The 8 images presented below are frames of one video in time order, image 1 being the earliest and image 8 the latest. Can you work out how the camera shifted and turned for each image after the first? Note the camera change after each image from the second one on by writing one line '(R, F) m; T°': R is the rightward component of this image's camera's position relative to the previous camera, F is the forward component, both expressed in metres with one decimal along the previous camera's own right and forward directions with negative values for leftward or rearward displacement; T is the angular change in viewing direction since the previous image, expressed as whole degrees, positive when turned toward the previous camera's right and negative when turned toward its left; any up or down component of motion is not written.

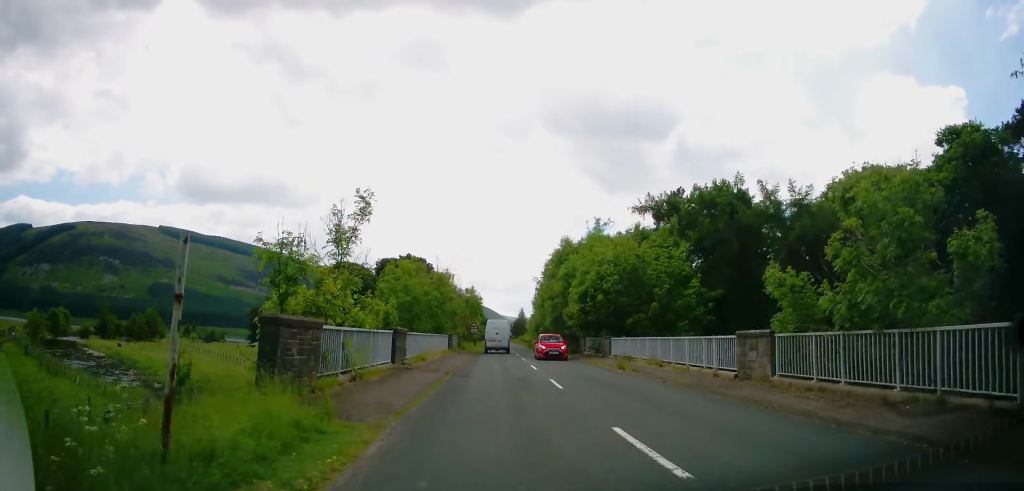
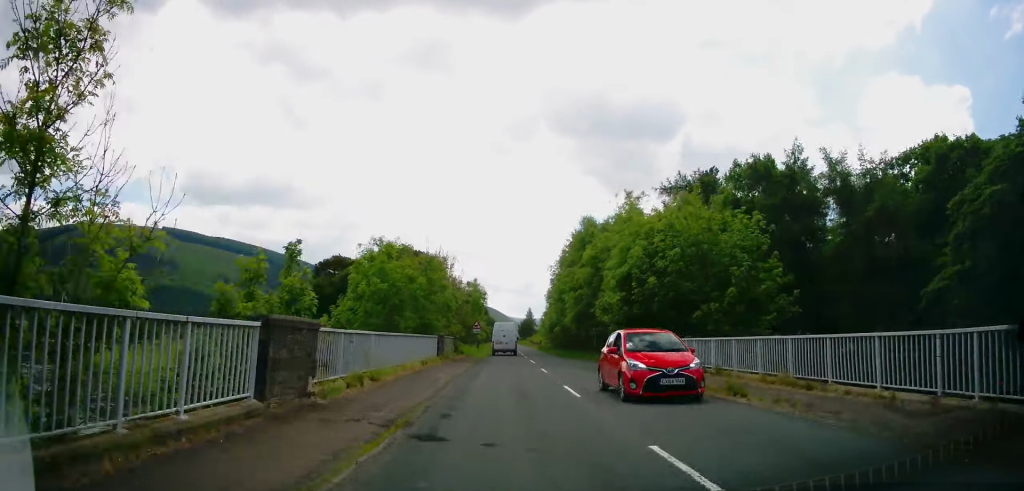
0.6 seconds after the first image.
(0.0, +10.9) m; -1°
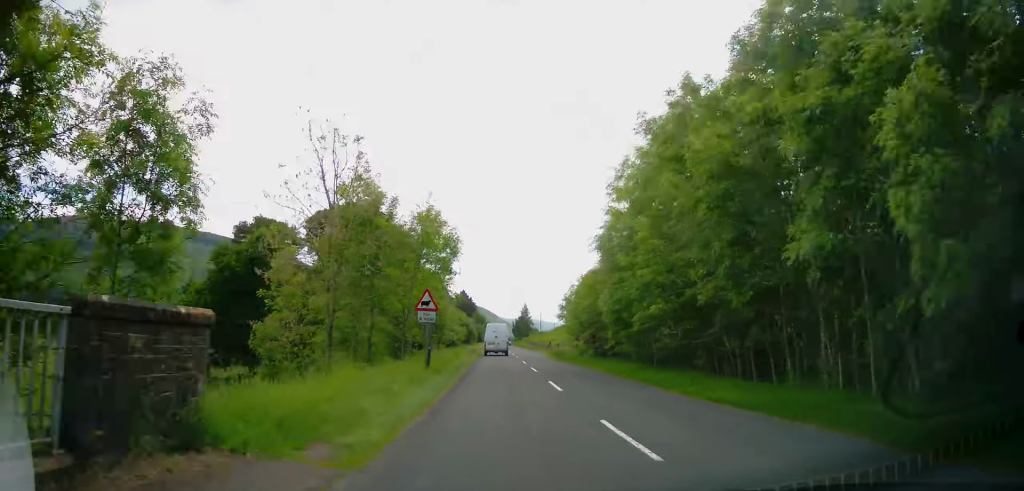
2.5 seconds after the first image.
(+0.1, +34.6) m; +1°
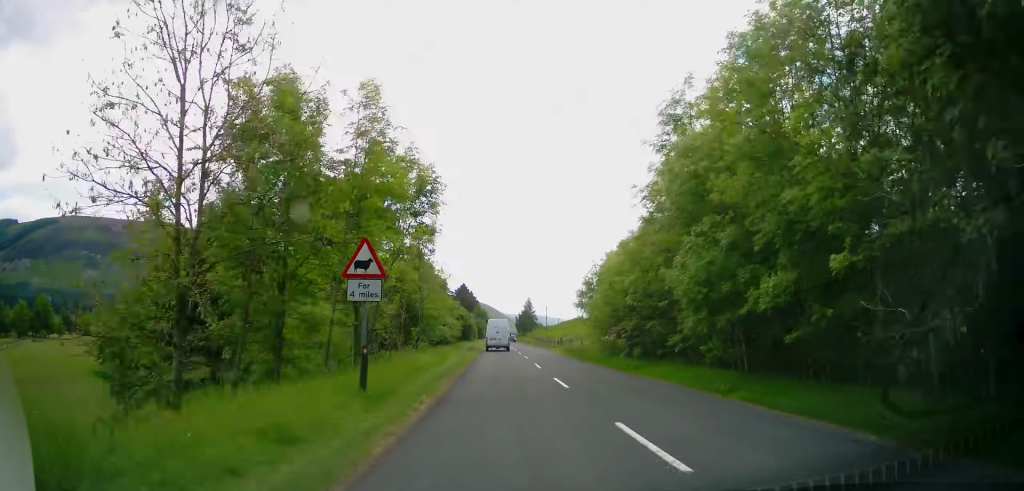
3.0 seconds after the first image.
(-0.1, +10.2) m; 0°
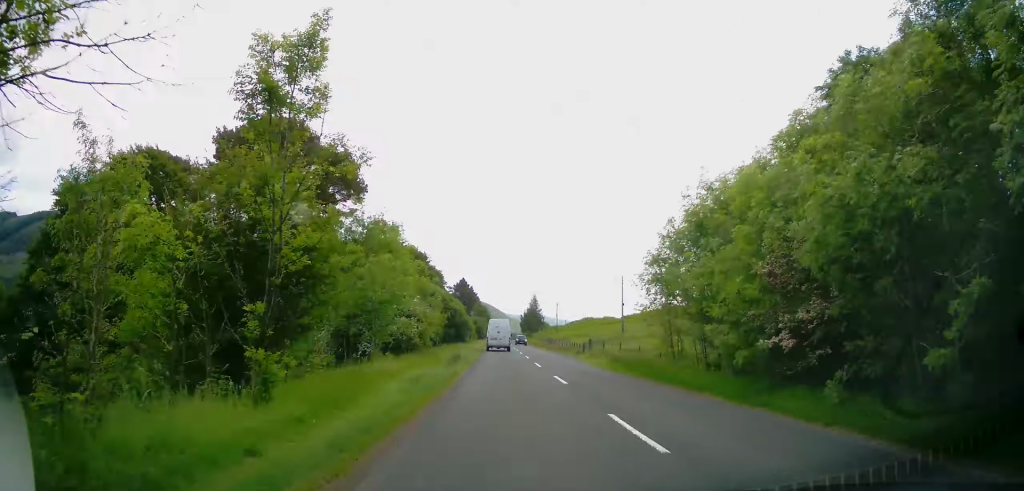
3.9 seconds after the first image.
(+0.1, +17.2) m; 0°
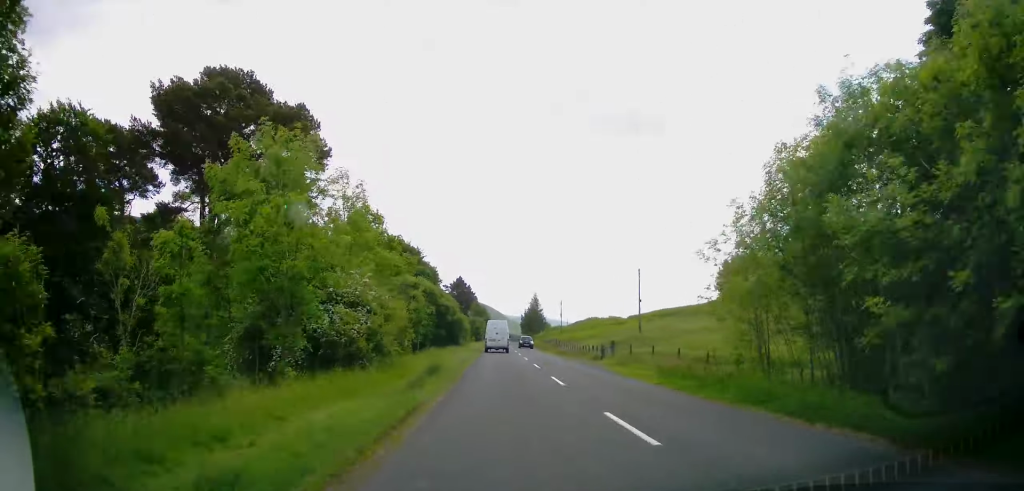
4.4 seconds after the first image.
(+0.2, +9.0) m; 0°
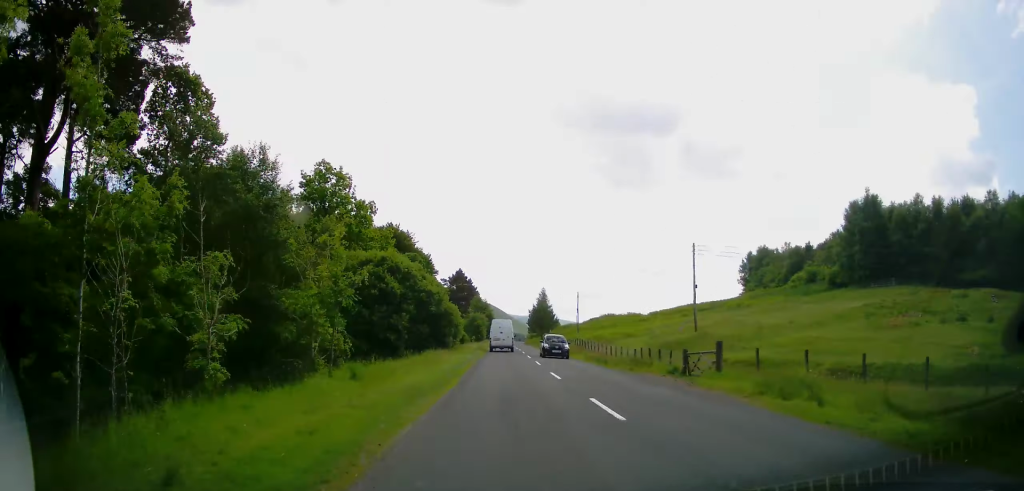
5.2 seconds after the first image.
(-0.3, +16.4) m; 0°
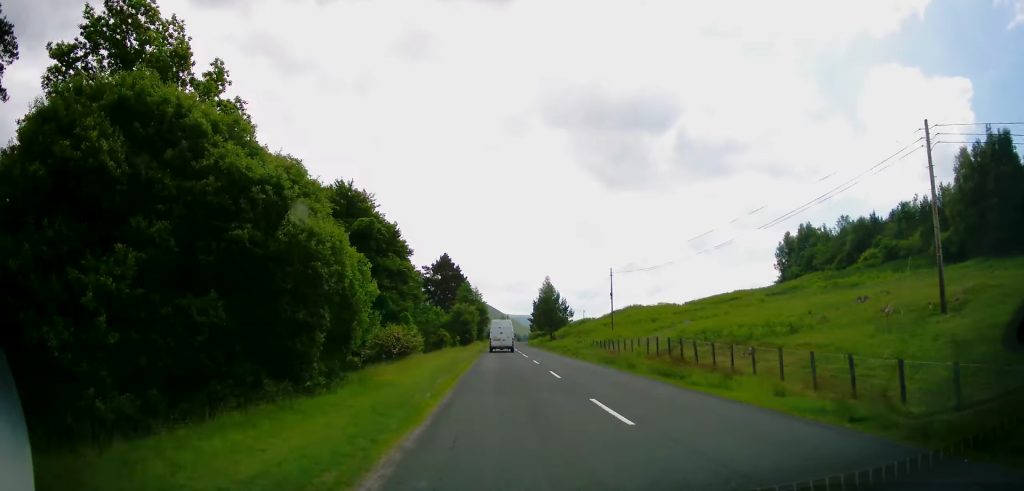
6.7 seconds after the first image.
(+0.3, +27.8) m; 0°
